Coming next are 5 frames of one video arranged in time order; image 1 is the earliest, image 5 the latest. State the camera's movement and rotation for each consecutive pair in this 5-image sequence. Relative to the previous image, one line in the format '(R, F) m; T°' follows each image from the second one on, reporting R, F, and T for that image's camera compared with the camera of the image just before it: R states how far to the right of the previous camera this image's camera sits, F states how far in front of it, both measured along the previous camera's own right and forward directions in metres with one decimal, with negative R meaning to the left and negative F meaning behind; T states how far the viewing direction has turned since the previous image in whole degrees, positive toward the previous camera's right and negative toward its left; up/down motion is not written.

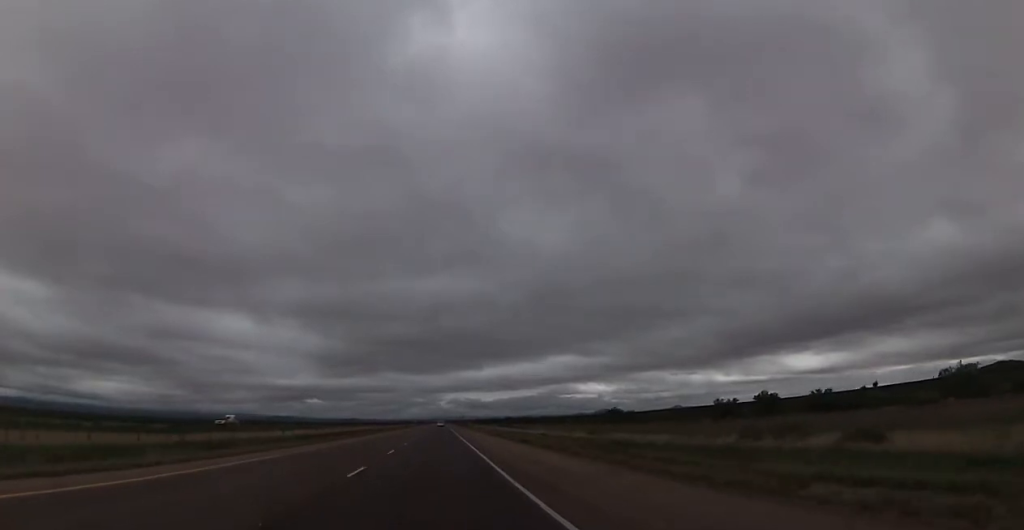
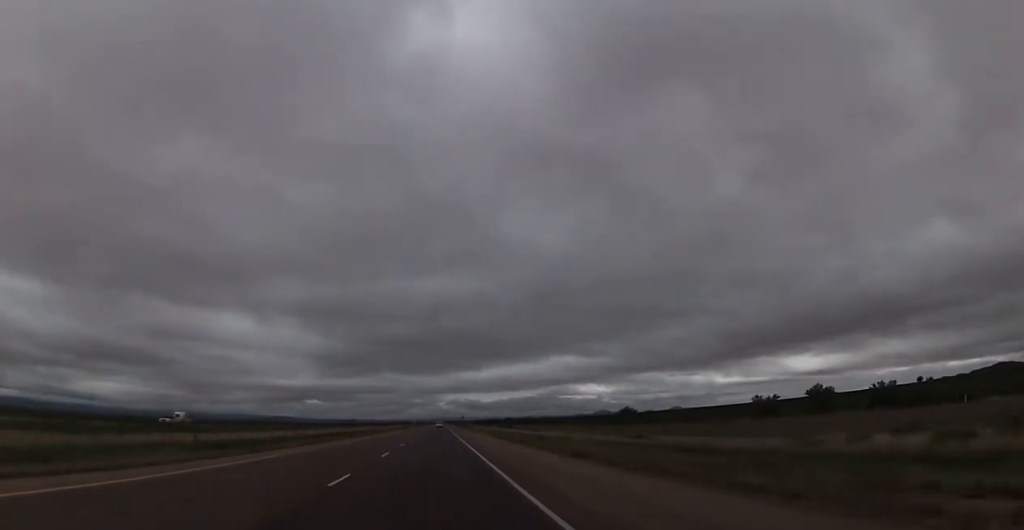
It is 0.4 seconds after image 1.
(0.0, +14.5) m; 0°
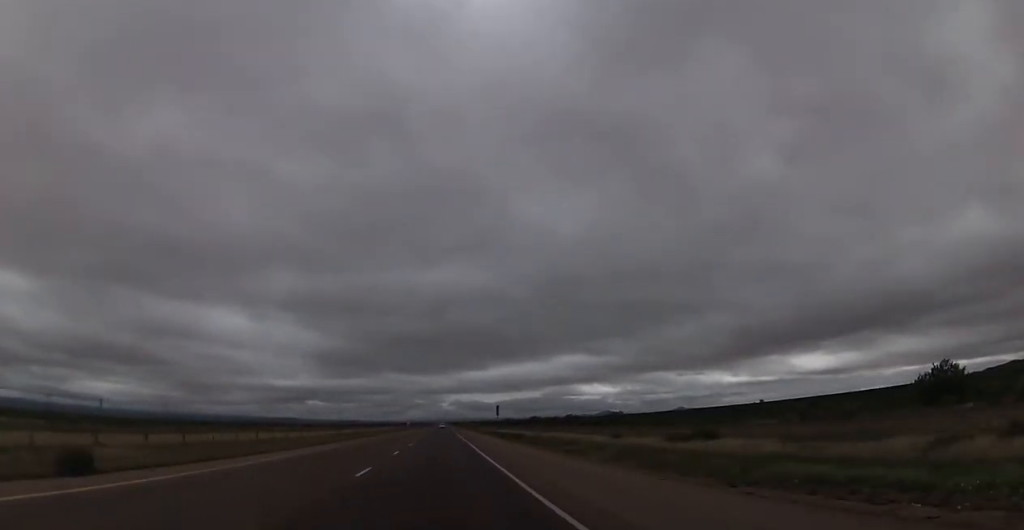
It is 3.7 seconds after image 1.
(+0.1, +118.5) m; 0°
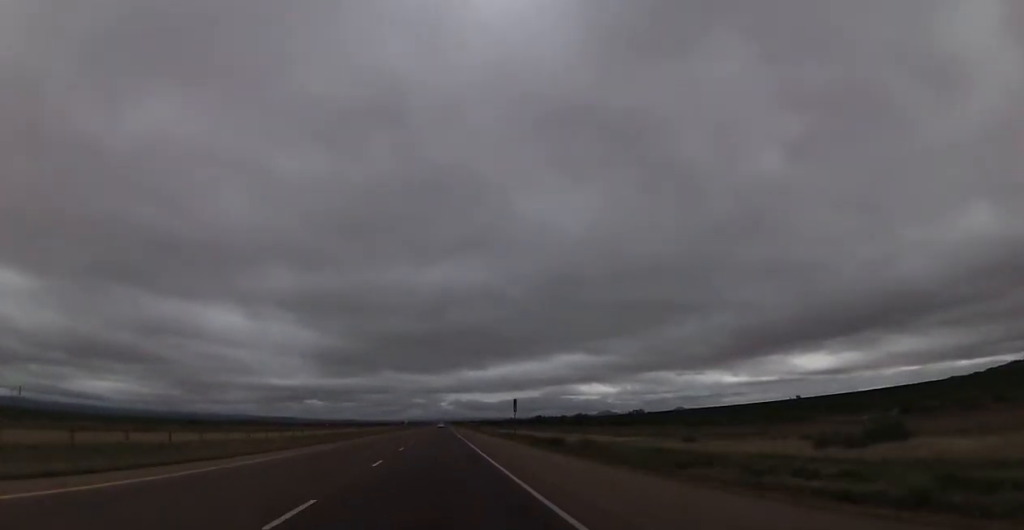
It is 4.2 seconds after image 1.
(0.0, +20.6) m; 0°
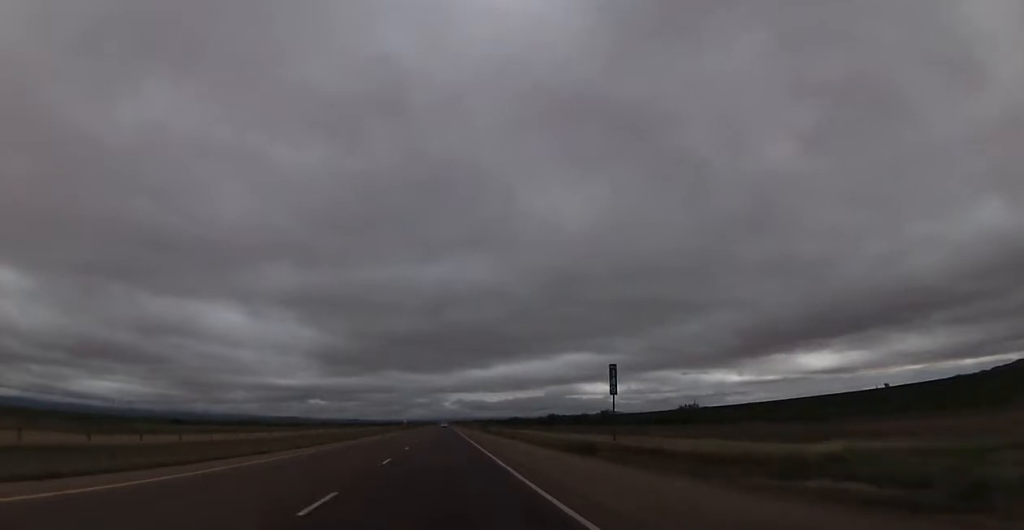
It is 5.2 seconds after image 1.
(0.0, +35.3) m; -1°
